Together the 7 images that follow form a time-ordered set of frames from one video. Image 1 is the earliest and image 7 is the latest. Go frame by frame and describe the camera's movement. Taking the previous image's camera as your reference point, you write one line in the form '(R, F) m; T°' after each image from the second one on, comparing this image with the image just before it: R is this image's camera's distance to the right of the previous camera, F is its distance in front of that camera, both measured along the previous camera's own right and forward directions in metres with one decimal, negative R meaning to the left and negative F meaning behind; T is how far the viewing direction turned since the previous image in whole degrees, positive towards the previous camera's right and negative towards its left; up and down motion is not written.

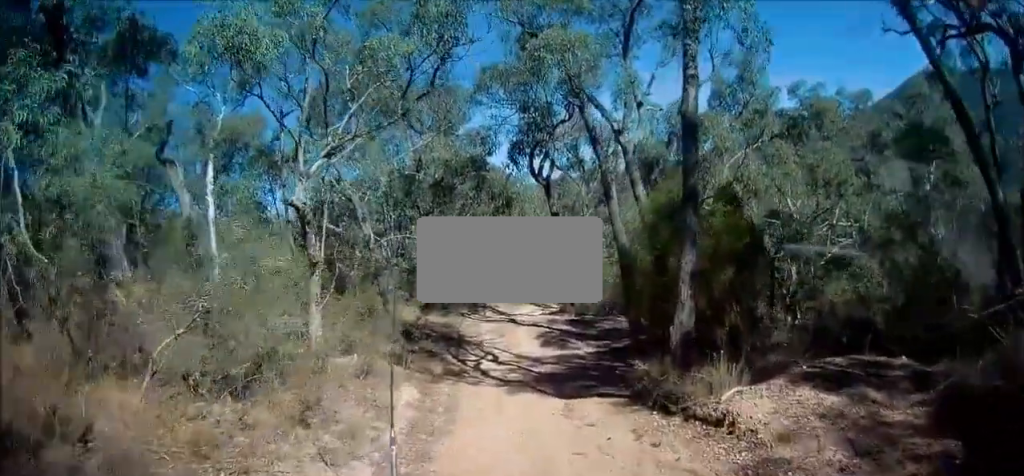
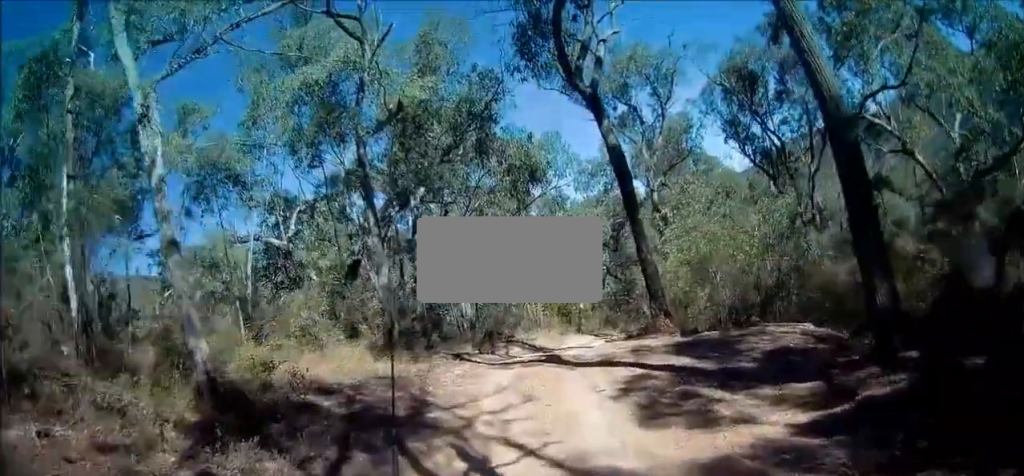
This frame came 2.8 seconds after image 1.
(-1.0, +15.2) m; -4°
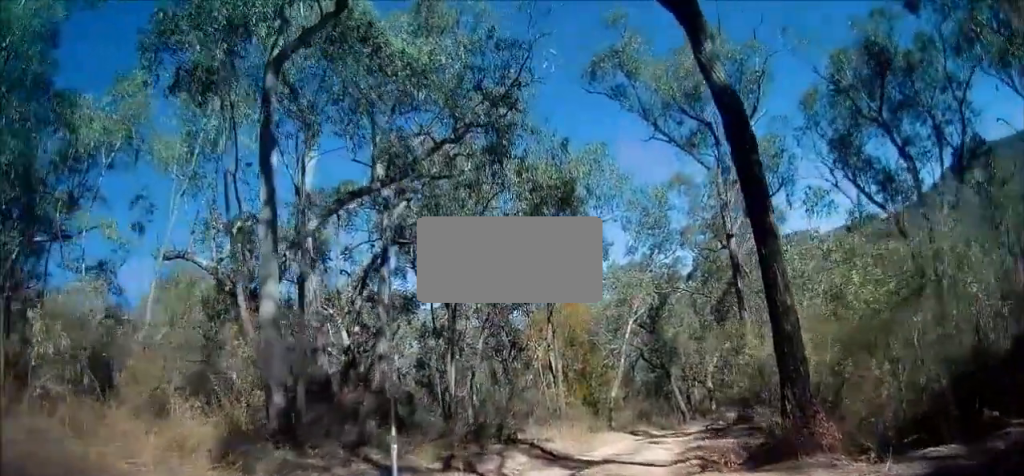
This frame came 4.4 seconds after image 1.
(+0.1, +8.5) m; +1°
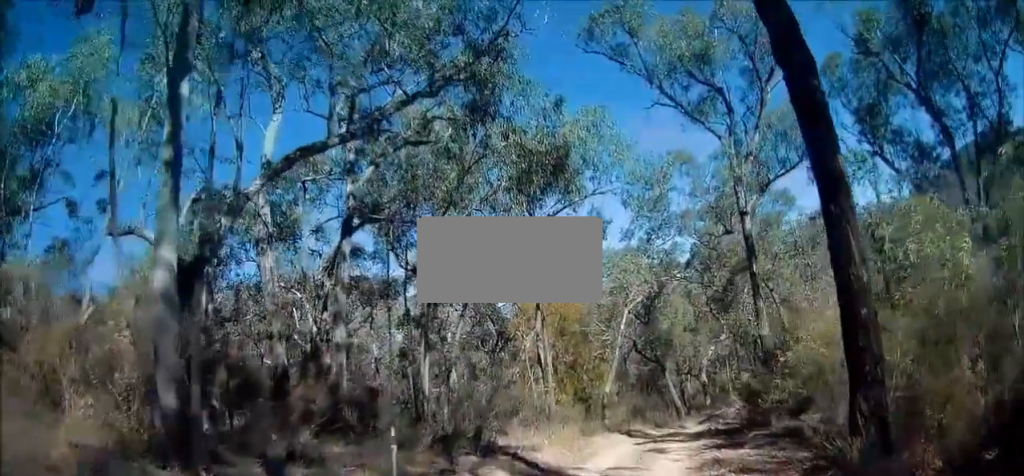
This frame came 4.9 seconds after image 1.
(0.0, +2.7) m; +1°
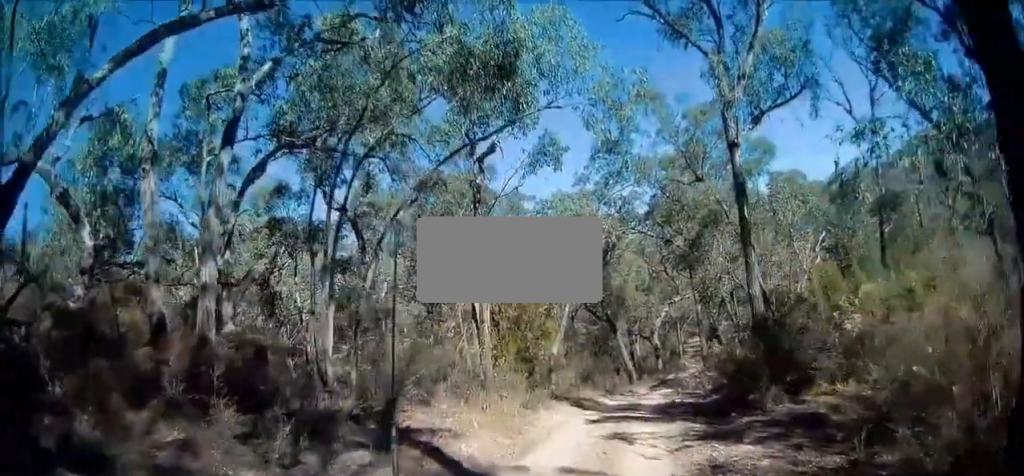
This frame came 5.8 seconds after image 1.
(0.0, +4.0) m; +2°
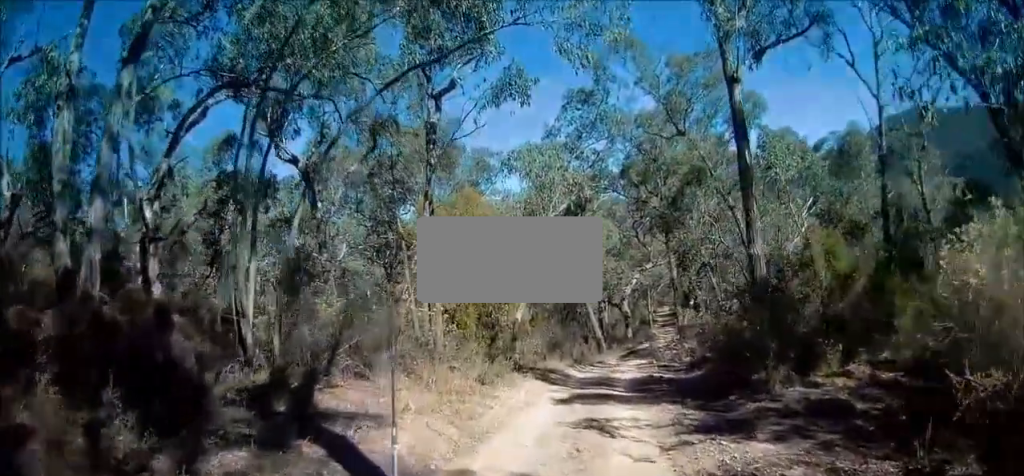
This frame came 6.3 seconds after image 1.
(+0.1, +2.5) m; 0°
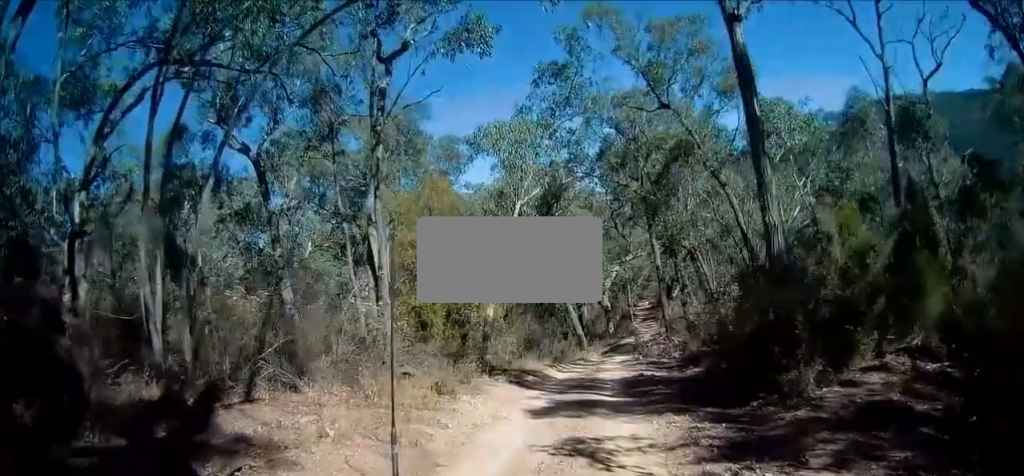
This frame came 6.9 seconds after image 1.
(0.0, +2.4) m; 0°
